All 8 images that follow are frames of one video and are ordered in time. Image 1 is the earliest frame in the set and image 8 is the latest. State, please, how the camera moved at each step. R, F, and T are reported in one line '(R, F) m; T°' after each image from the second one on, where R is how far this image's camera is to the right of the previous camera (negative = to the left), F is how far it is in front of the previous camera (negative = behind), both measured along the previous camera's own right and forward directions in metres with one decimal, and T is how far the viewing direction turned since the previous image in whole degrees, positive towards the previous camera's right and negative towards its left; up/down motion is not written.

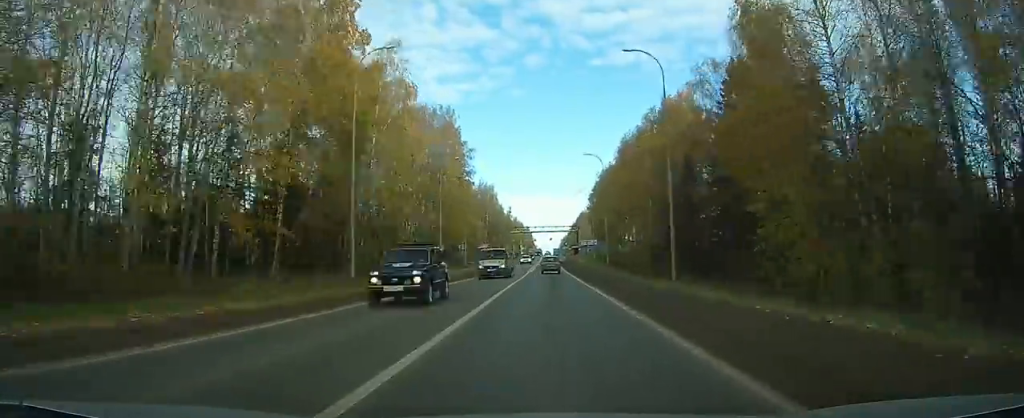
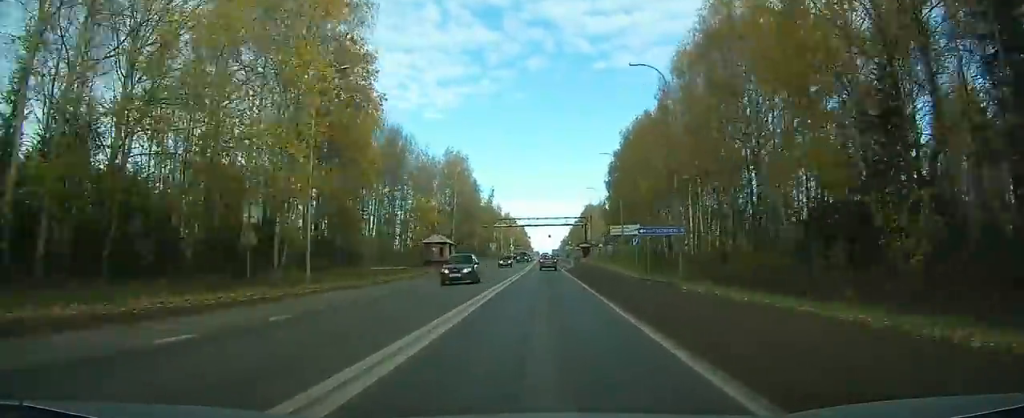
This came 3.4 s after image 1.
(-0.2, +58.7) m; 0°
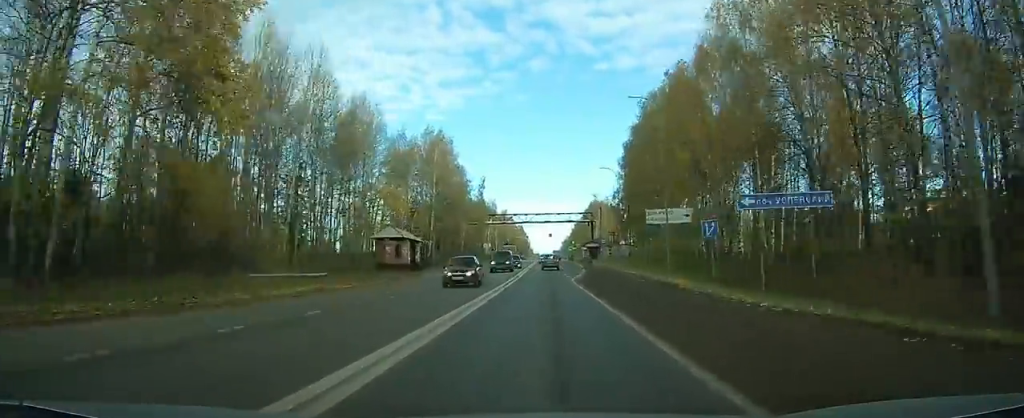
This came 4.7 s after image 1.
(0.0, +22.7) m; 0°
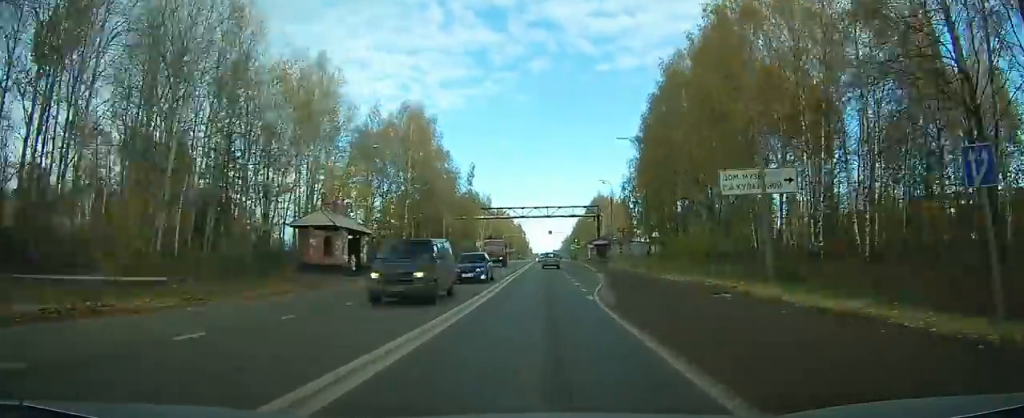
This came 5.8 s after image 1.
(+0.1, +17.8) m; 0°
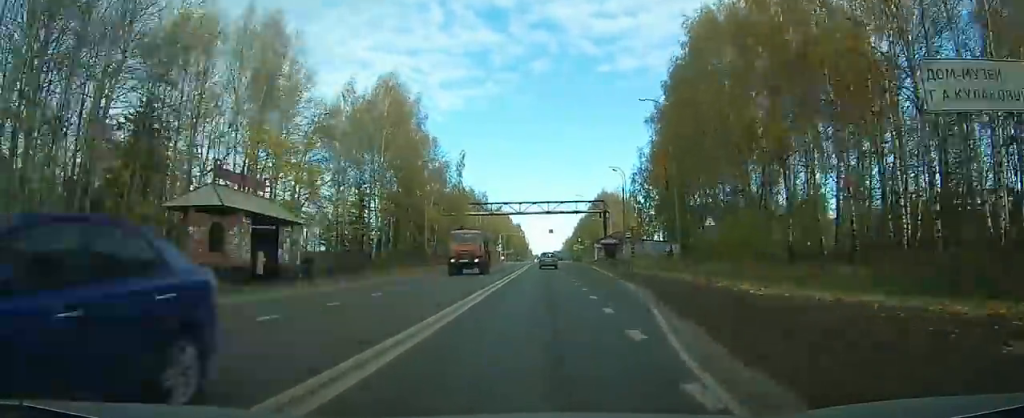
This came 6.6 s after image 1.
(+0.1, +13.3) m; 0°
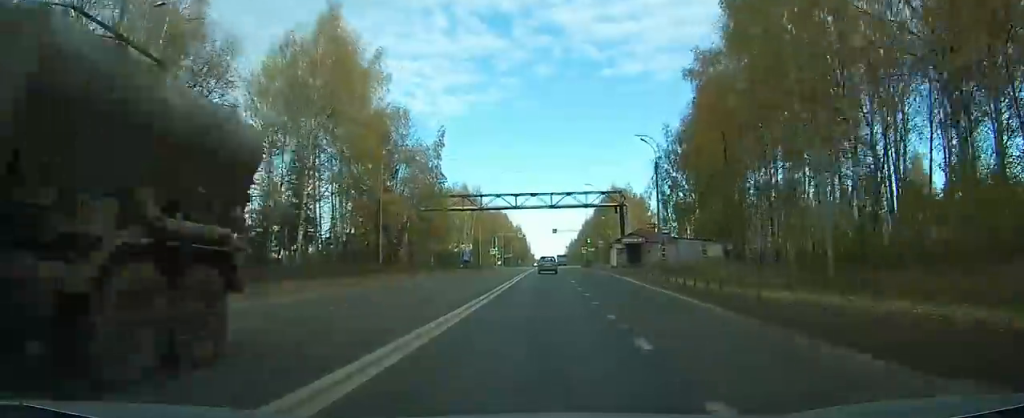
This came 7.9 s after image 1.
(0.0, +20.6) m; 0°
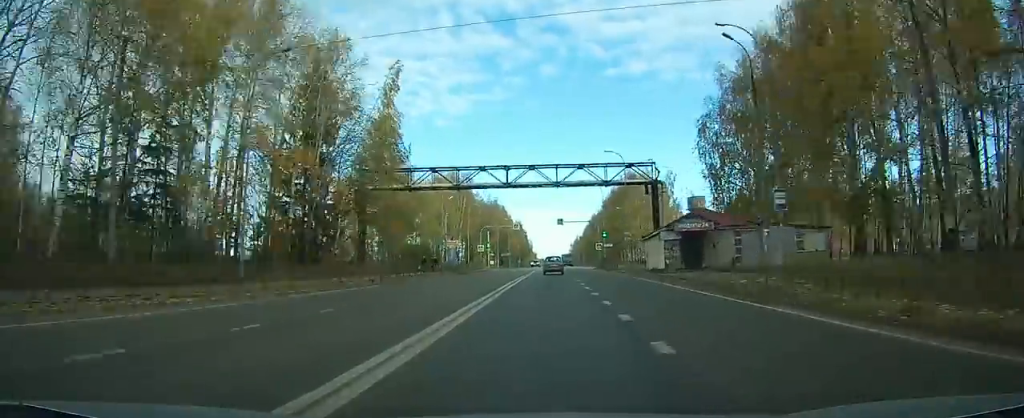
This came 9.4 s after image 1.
(-0.1, +24.6) m; 0°
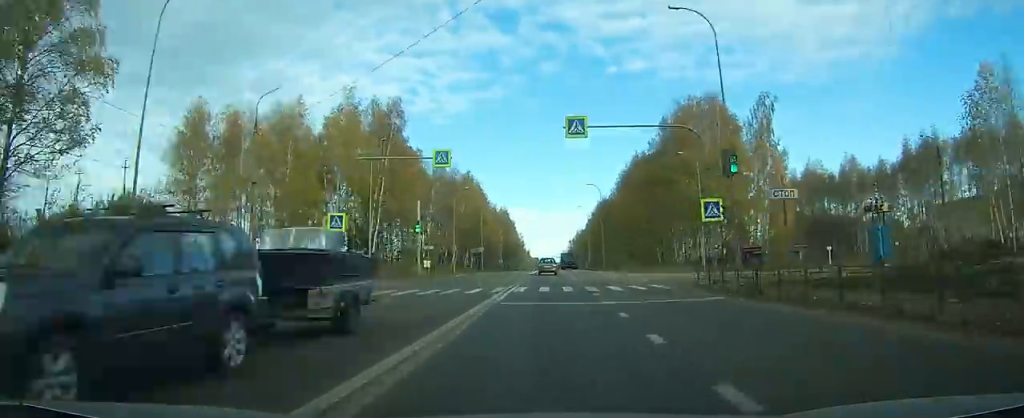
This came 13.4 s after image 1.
(0.0, +61.6) m; 0°
